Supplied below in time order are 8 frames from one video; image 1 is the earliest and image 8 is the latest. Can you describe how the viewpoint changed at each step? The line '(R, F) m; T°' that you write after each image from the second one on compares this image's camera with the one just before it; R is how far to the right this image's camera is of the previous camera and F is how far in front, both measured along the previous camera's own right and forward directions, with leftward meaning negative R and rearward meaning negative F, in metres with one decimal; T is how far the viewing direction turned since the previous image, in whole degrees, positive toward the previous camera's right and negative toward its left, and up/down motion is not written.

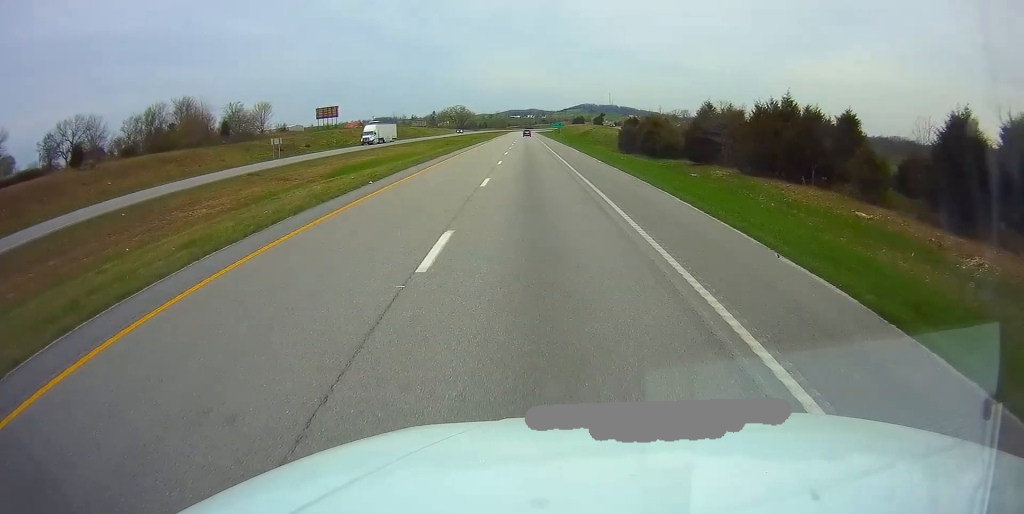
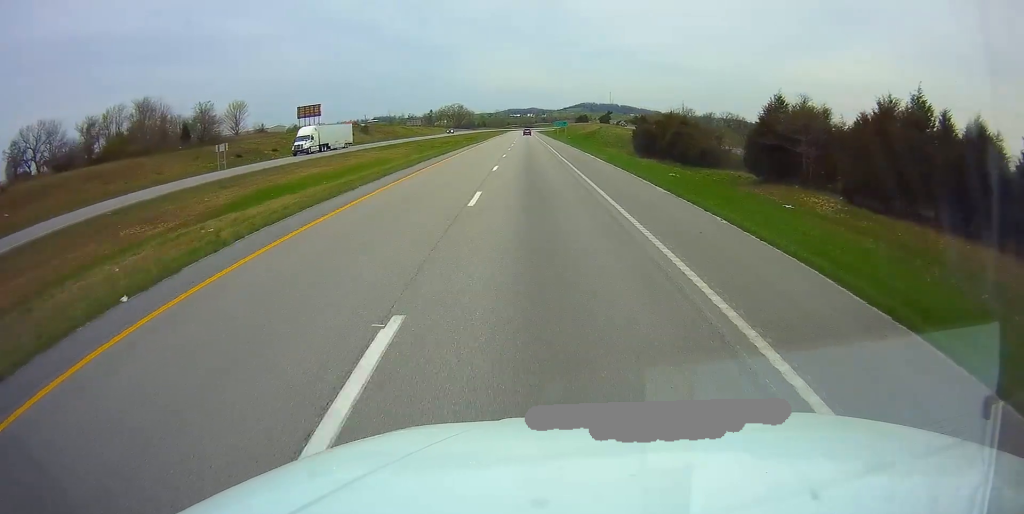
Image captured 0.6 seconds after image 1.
(+0.1, +17.7) m; 0°
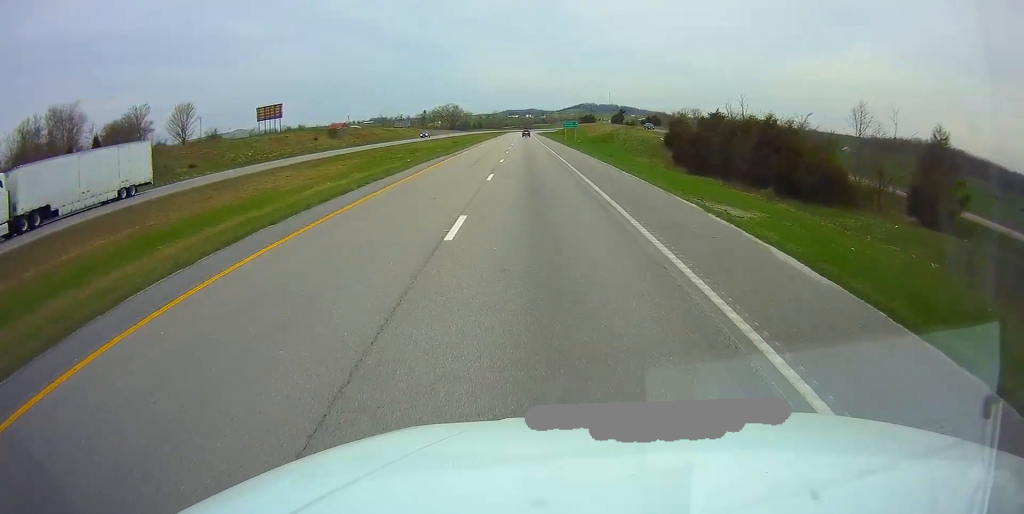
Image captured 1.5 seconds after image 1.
(0.0, +29.4) m; 0°
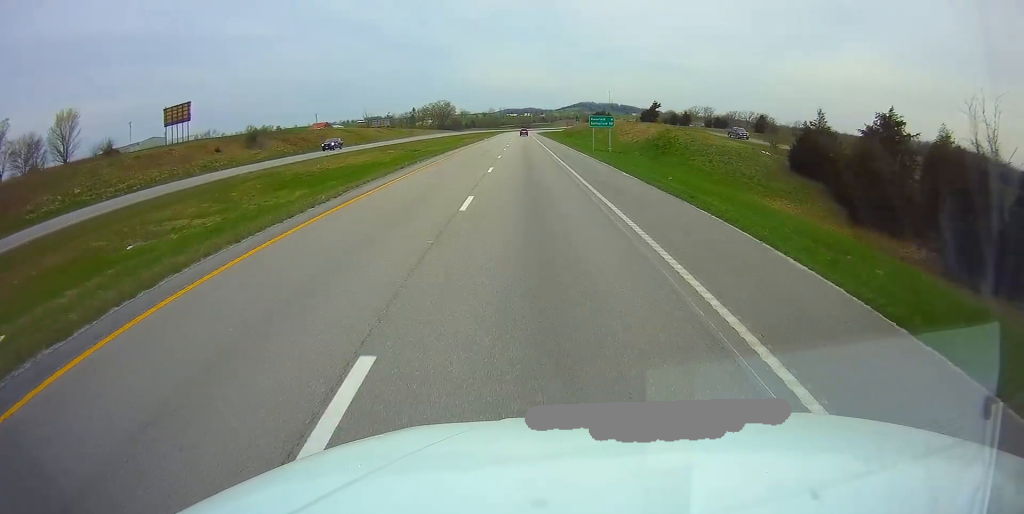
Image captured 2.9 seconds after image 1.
(0.0, +45.4) m; 0°
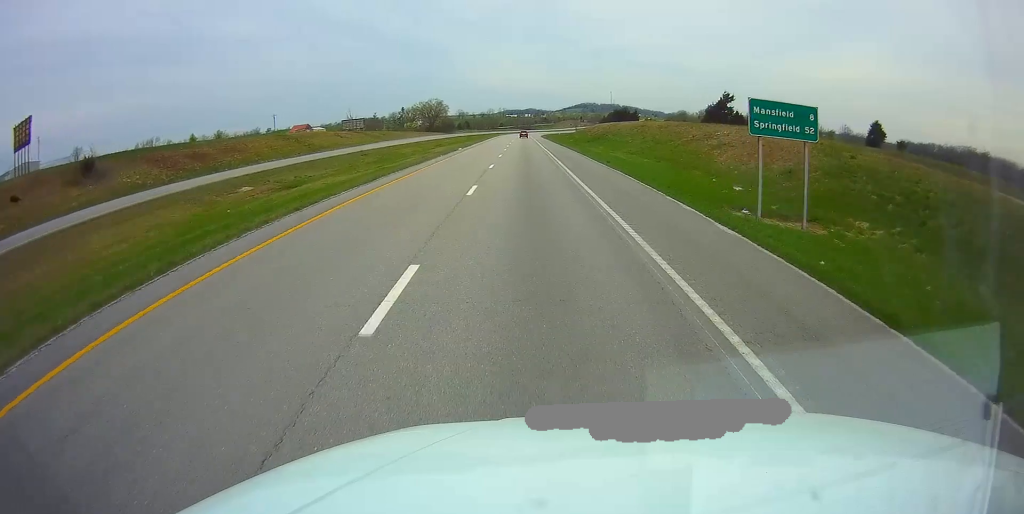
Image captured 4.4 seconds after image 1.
(-0.2, +45.4) m; 0°
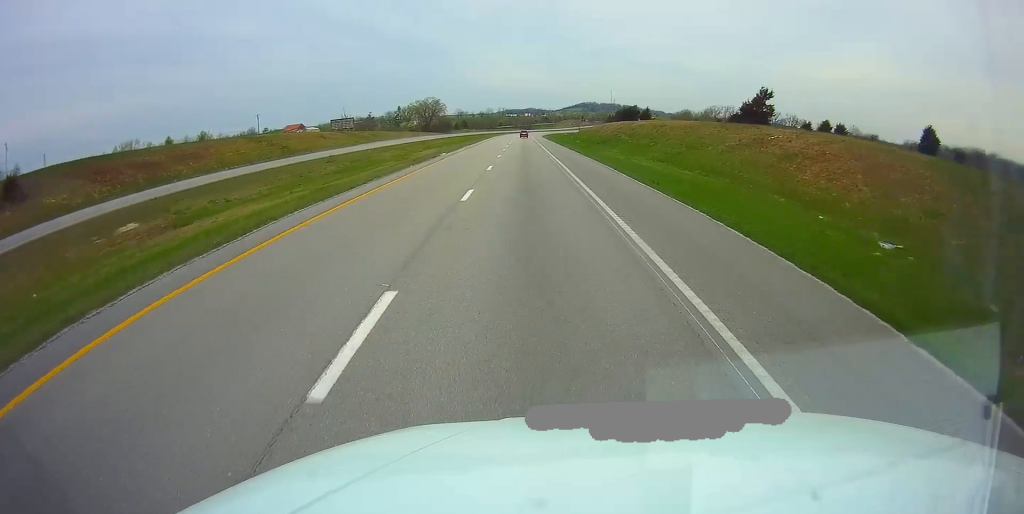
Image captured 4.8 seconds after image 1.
(-0.1, +13.7) m; 0°
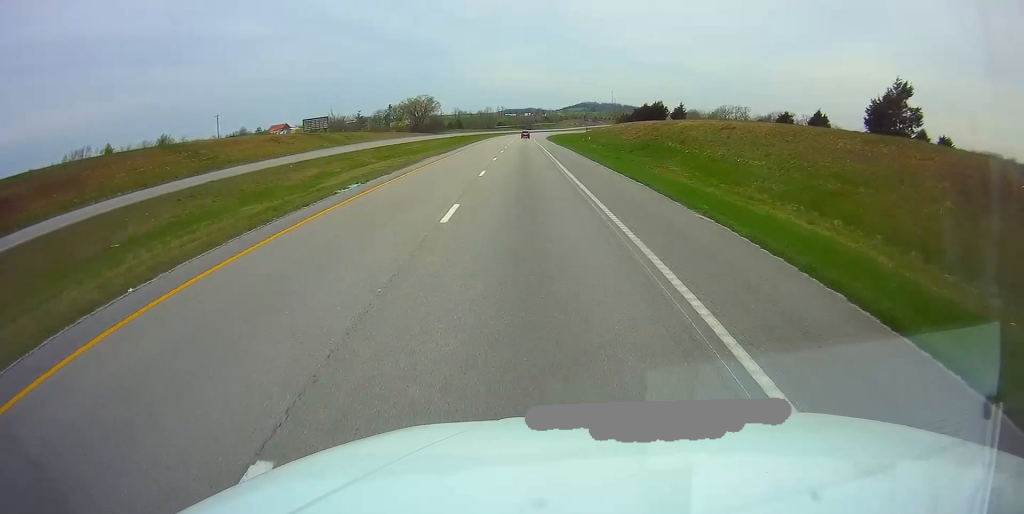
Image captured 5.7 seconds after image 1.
(+0.1, +28.4) m; 0°
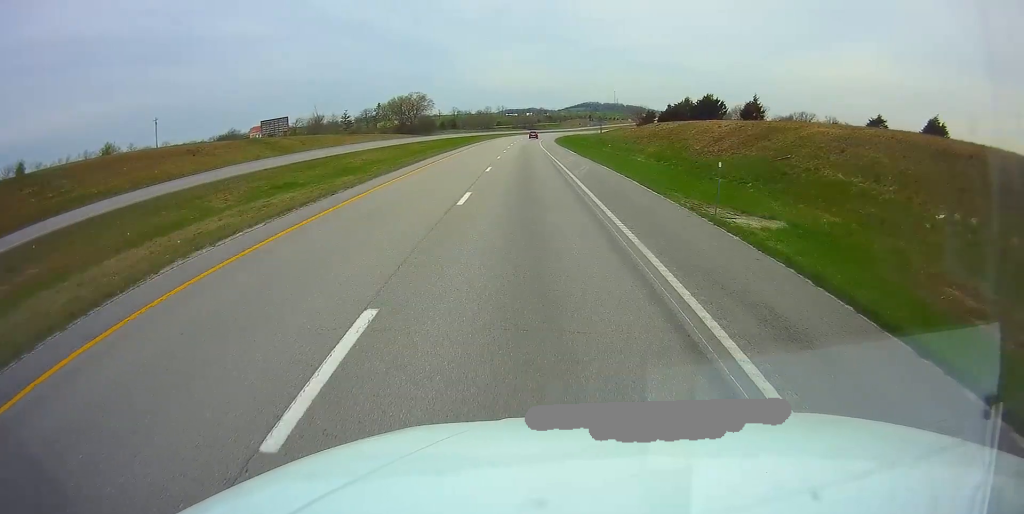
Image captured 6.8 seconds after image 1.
(-0.2, +33.4) m; 0°
